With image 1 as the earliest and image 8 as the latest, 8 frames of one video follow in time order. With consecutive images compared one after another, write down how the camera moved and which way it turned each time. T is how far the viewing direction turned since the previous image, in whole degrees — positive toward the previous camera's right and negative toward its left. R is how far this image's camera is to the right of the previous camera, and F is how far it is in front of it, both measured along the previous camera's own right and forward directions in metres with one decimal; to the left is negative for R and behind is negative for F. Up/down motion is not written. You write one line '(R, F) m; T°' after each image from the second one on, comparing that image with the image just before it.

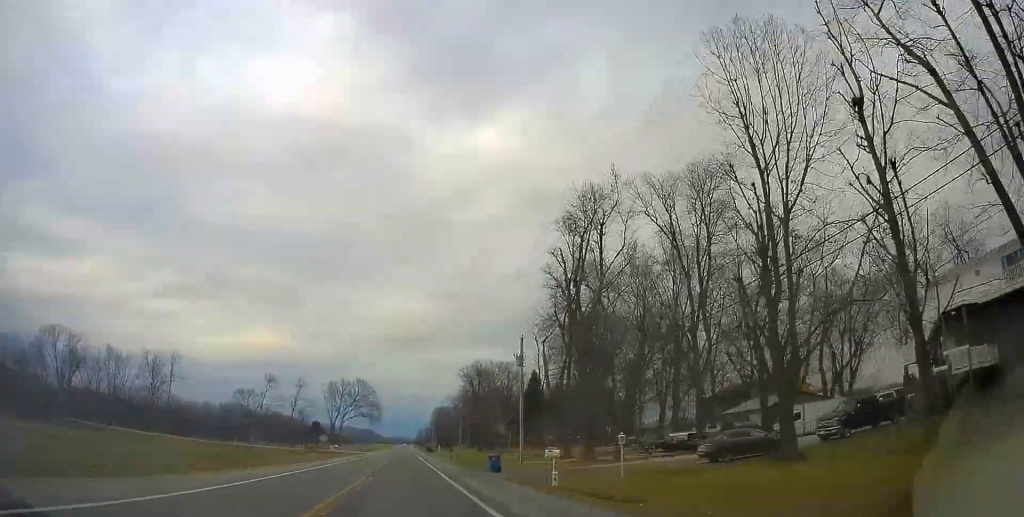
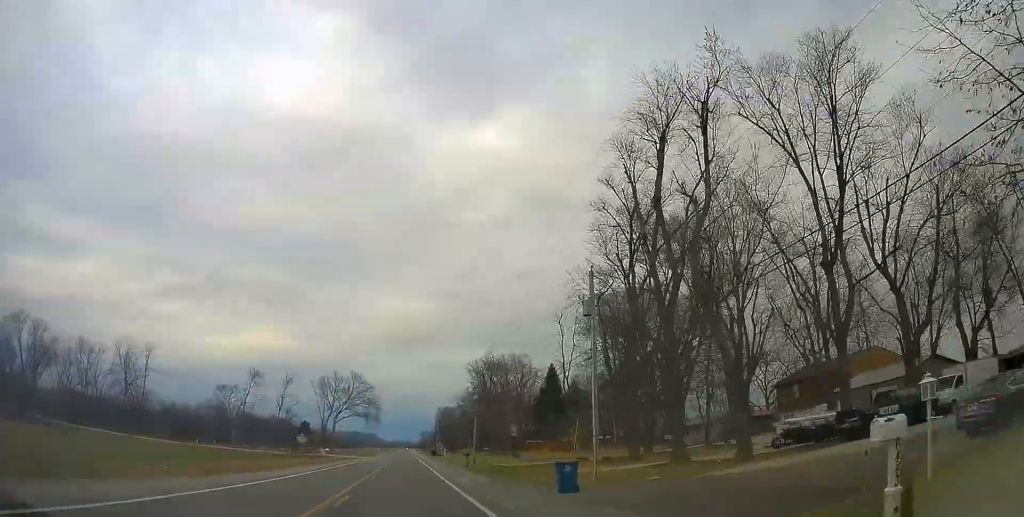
(+0.2, +15.8) m; 0°
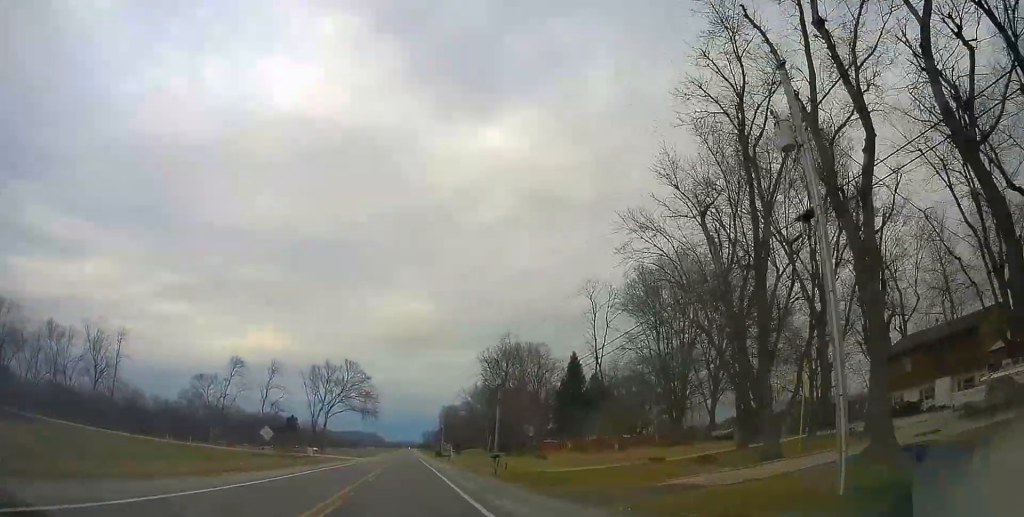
(+0.1, +14.9) m; 0°
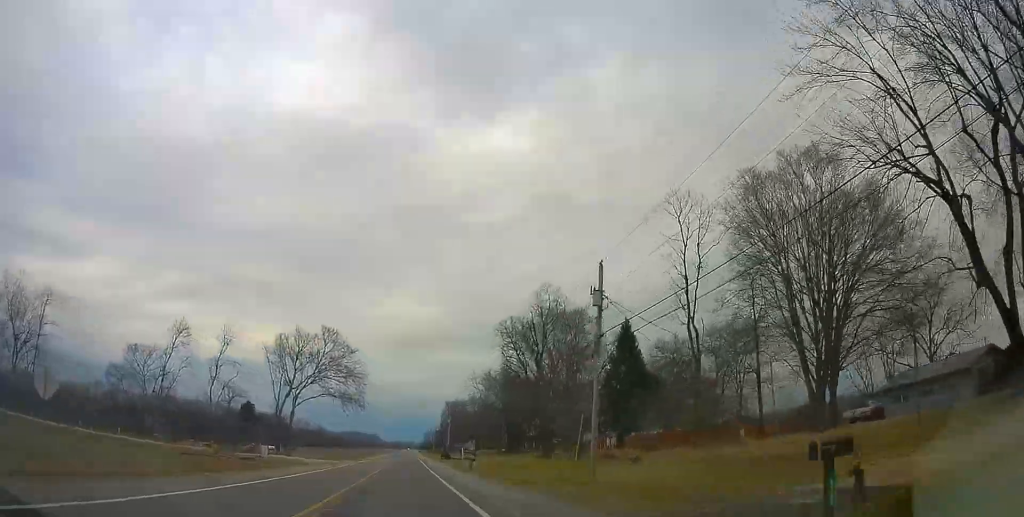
(-0.3, +27.2) m; -1°
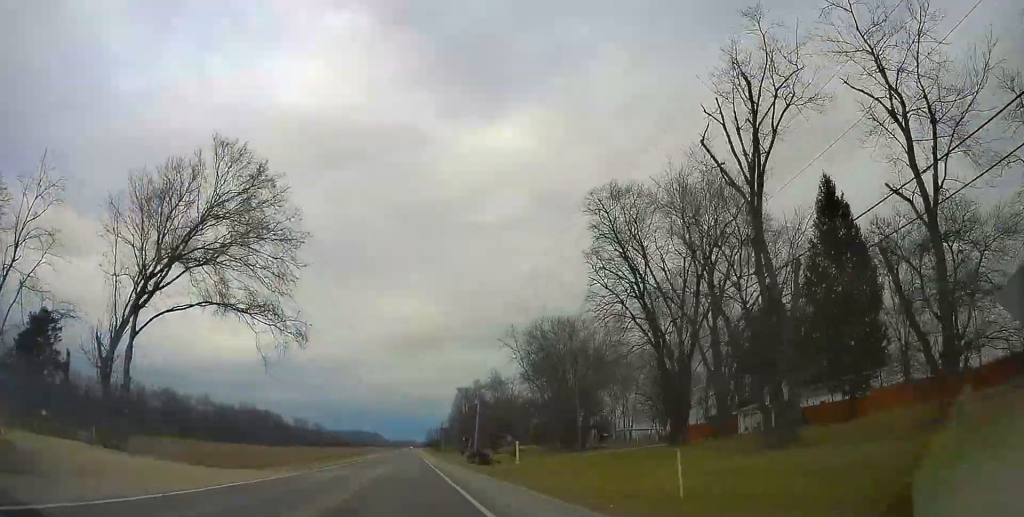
(0.0, +44.5) m; -1°
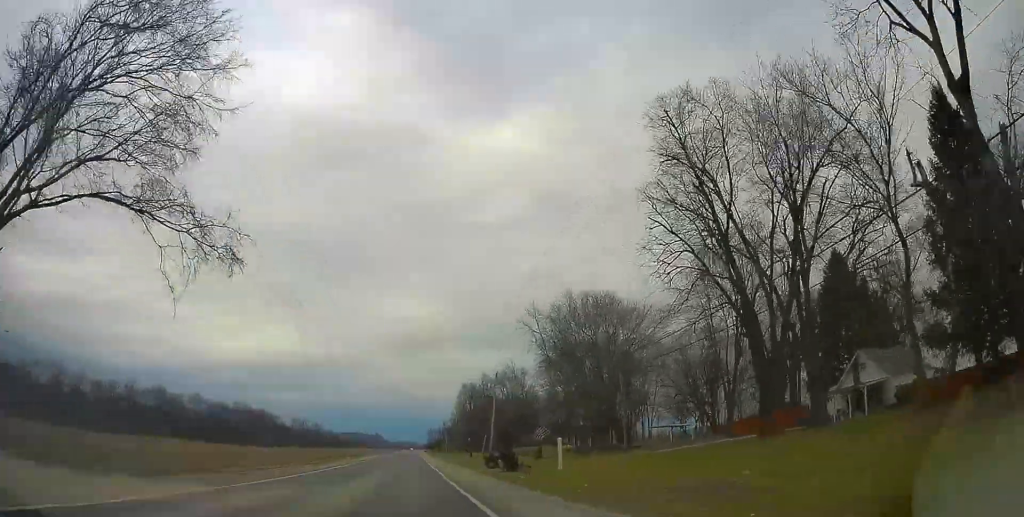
(-0.1, +13.0) m; 0°
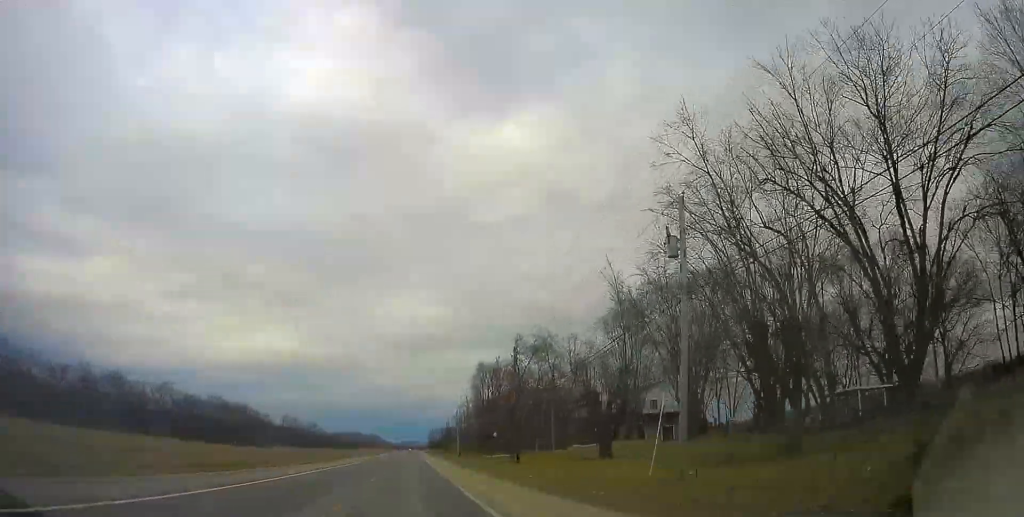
(+0.1, +41.0) m; +2°
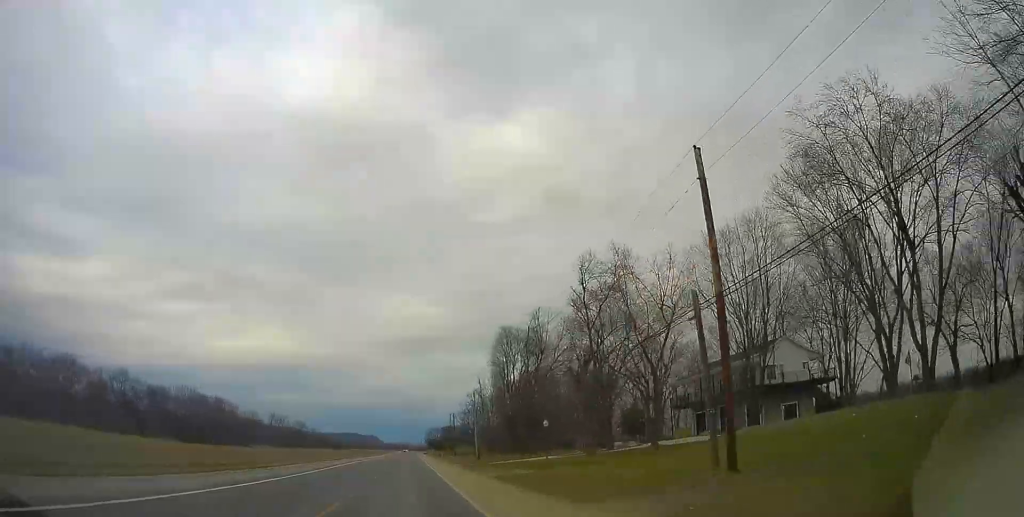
(-0.1, +35.5) m; -1°
